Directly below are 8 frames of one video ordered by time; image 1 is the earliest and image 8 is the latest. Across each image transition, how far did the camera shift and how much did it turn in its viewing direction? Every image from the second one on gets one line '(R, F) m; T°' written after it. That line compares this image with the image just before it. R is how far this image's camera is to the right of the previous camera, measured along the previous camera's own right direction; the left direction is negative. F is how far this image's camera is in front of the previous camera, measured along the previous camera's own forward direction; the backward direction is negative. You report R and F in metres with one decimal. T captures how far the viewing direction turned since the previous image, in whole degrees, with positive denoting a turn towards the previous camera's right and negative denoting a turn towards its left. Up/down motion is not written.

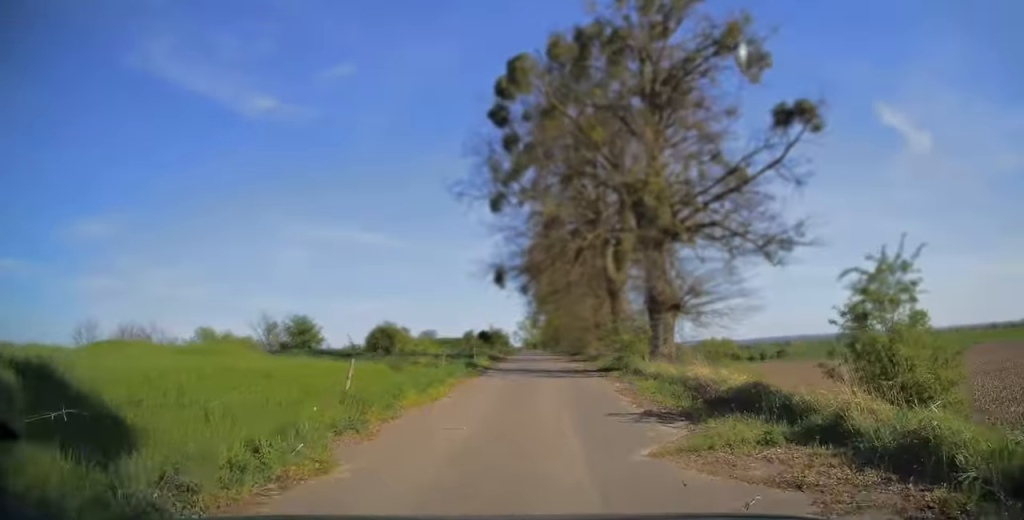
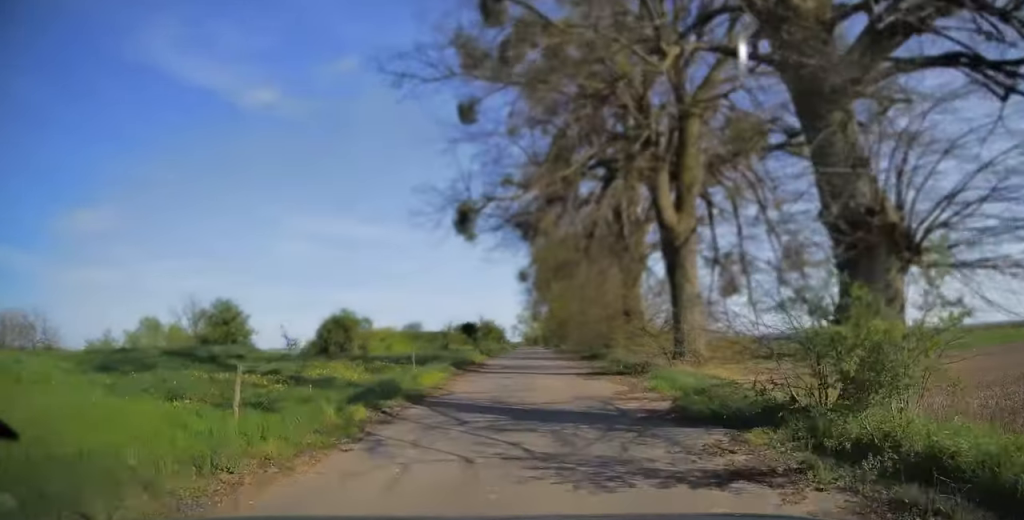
(0.0, +14.5) m; -1°
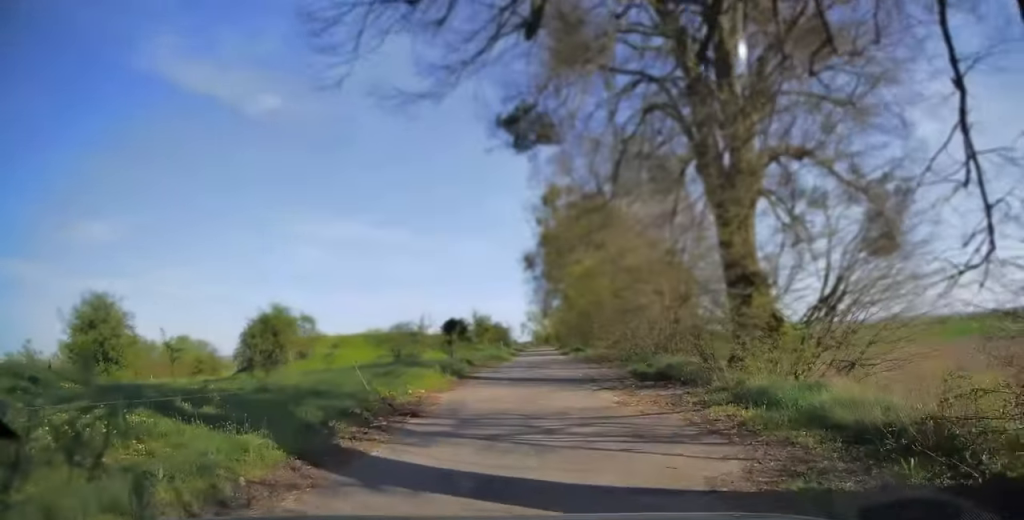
(-0.2, +14.4) m; -1°
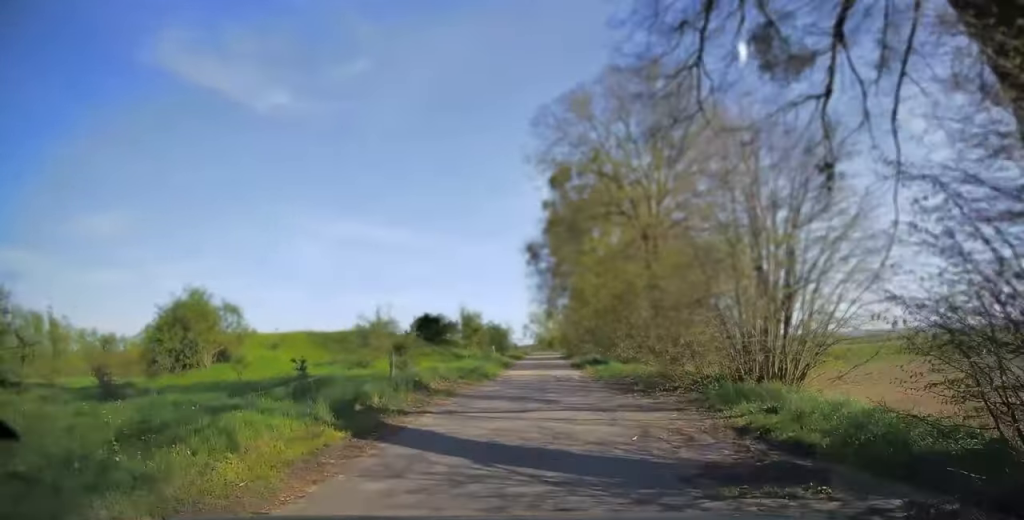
(0.0, +9.5) m; +1°
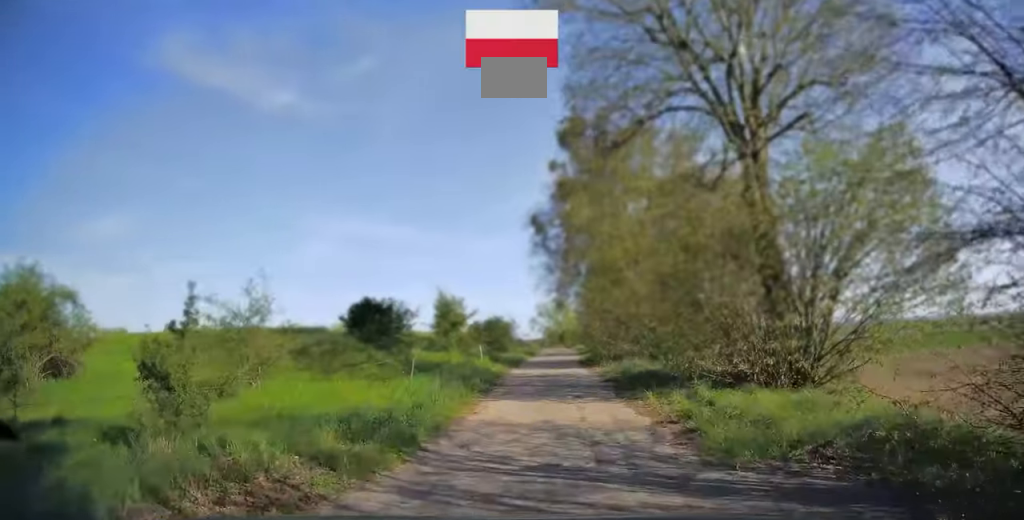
(+0.1, +11.0) m; -1°
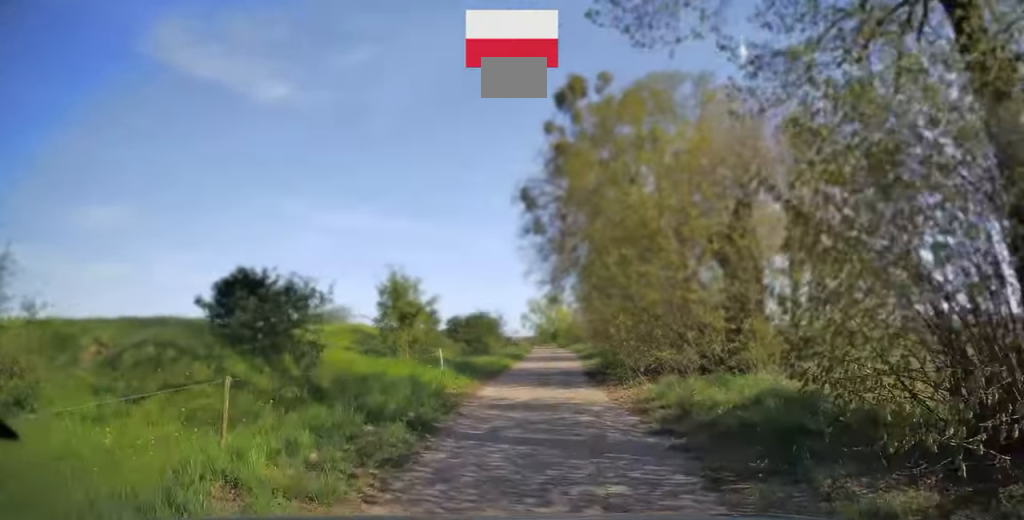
(-0.1, +7.6) m; -1°
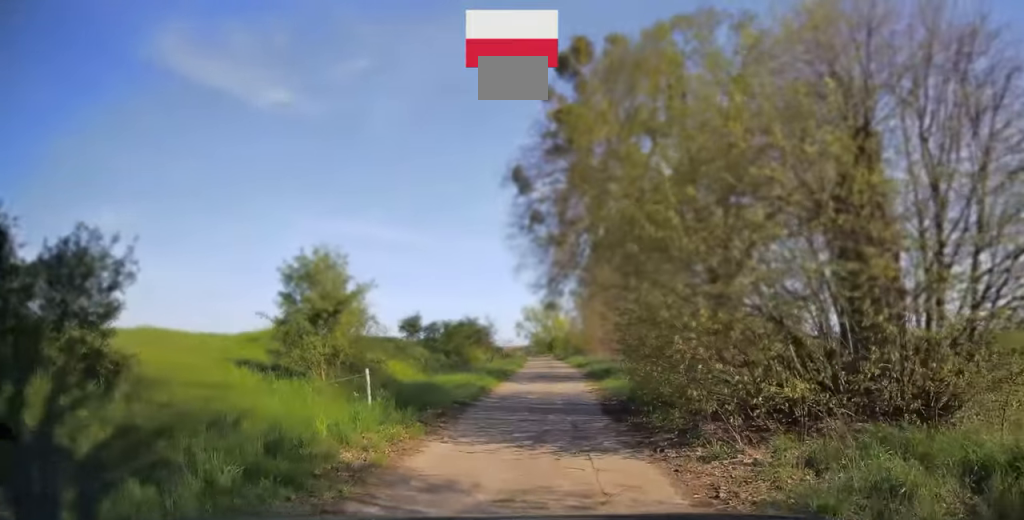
(-0.1, +6.4) m; +1°
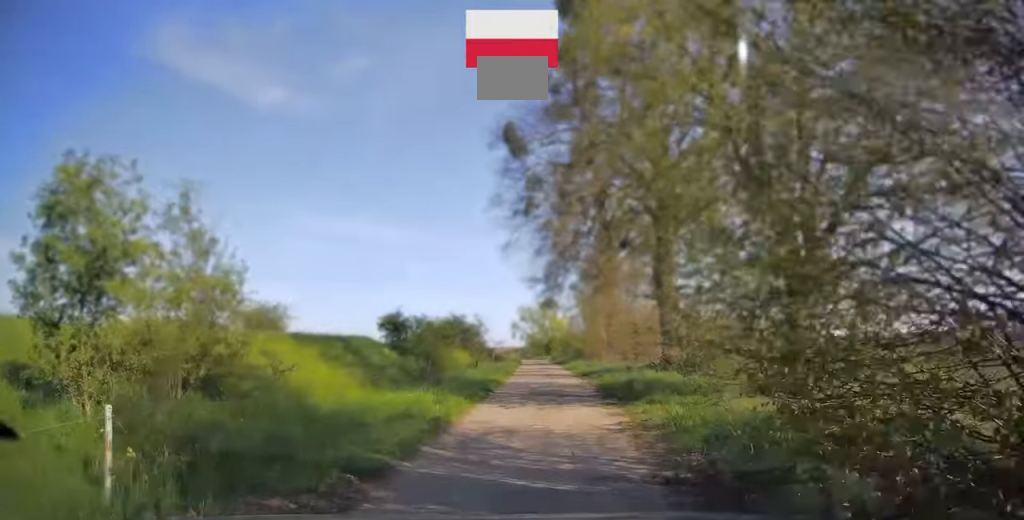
(+0.2, +6.3) m; +2°
